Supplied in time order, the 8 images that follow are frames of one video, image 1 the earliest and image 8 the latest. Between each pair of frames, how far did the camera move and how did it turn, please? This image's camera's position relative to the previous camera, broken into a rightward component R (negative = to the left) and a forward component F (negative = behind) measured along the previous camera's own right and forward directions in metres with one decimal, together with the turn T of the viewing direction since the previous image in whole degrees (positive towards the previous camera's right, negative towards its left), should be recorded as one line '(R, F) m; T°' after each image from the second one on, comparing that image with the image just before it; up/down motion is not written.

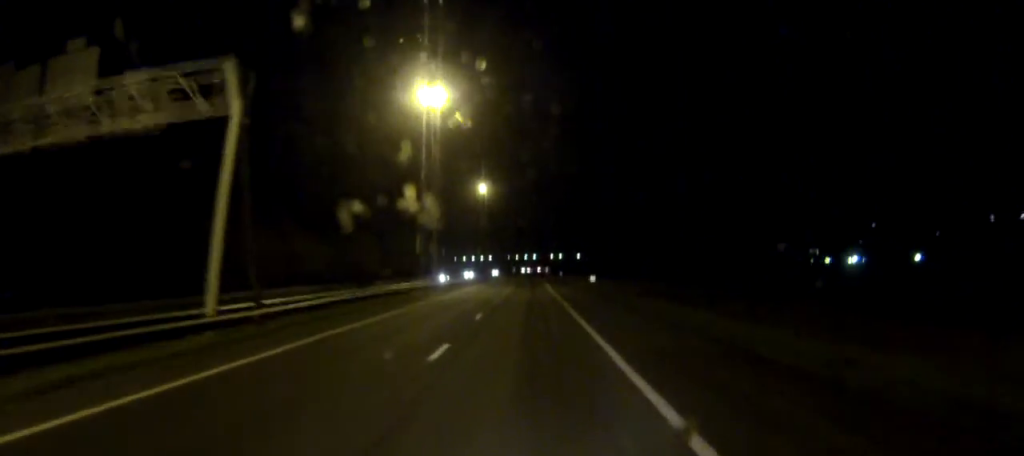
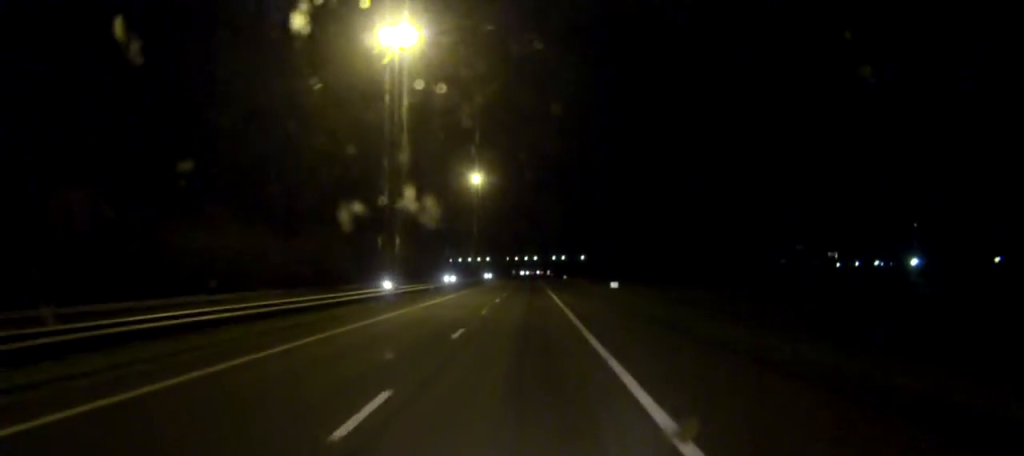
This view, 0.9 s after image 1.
(0.0, +18.7) m; 0°
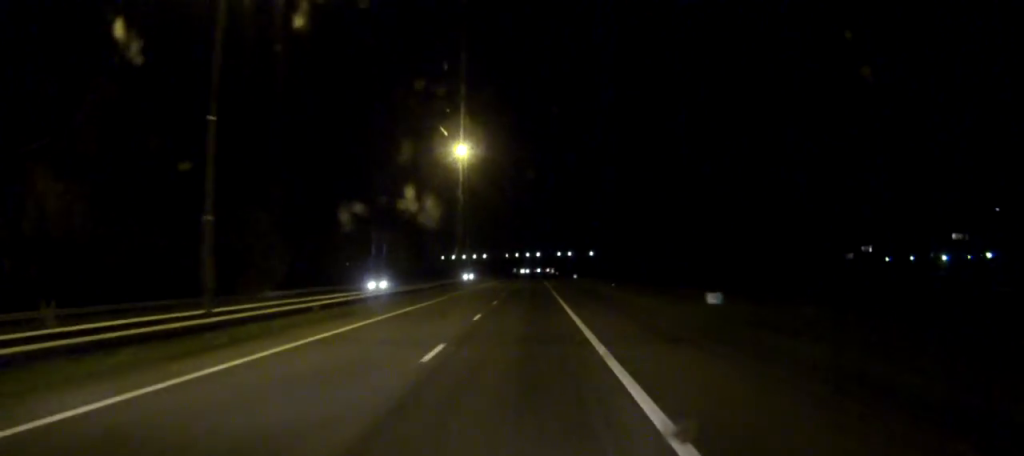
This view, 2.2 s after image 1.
(0.0, +28.7) m; 0°
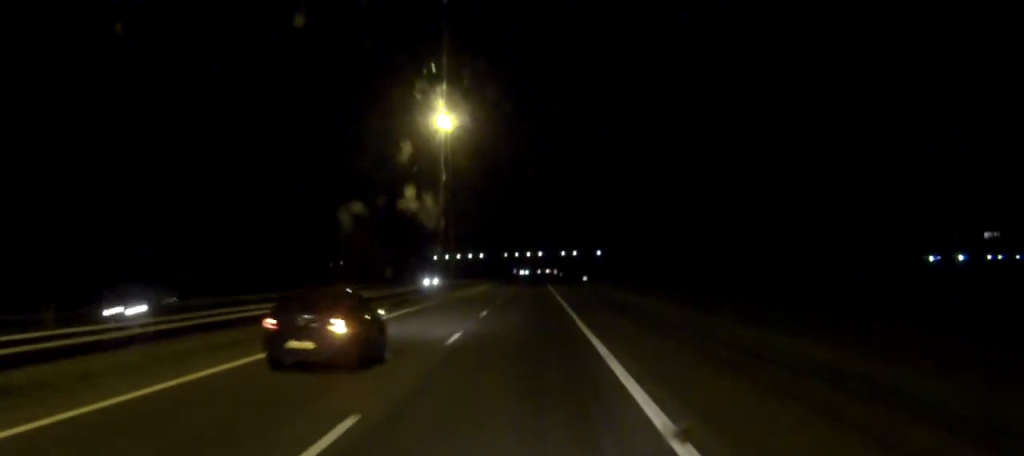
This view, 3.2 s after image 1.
(0.0, +20.8) m; 0°
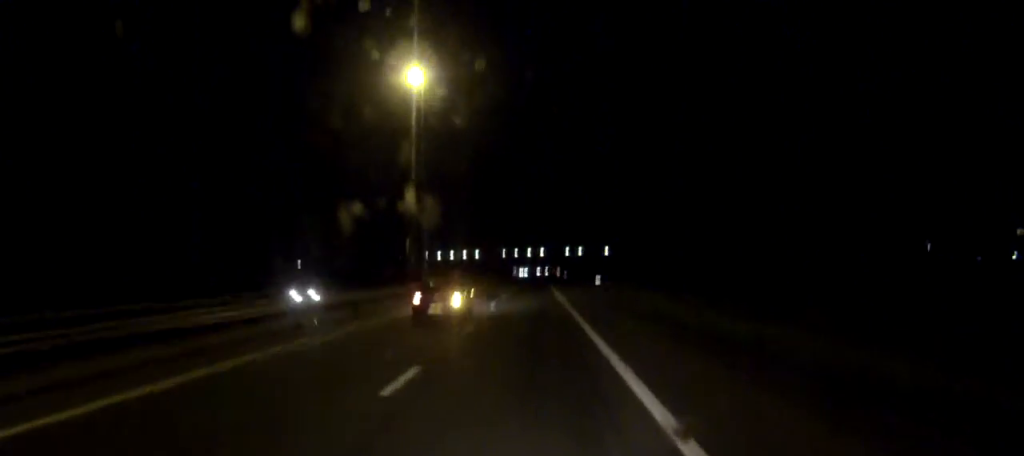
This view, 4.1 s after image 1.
(0.0, +19.4) m; 0°
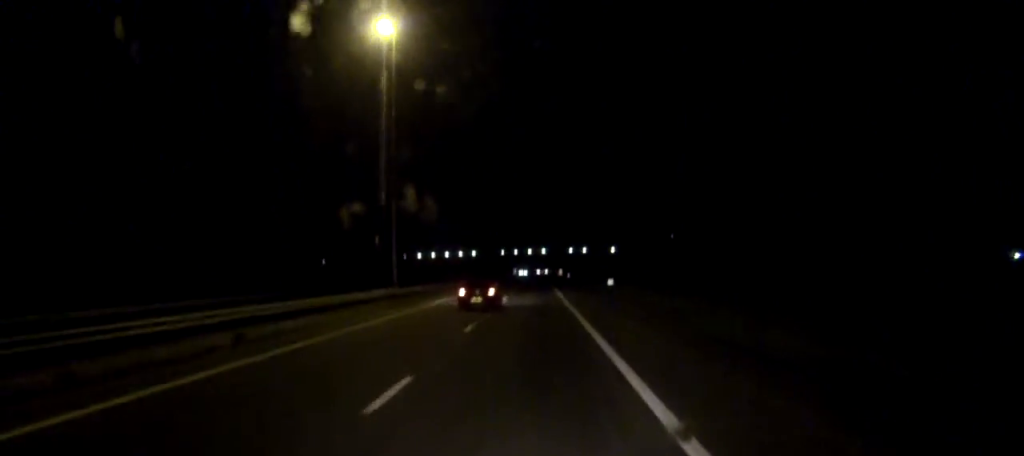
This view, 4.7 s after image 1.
(0.0, +12.9) m; 0°
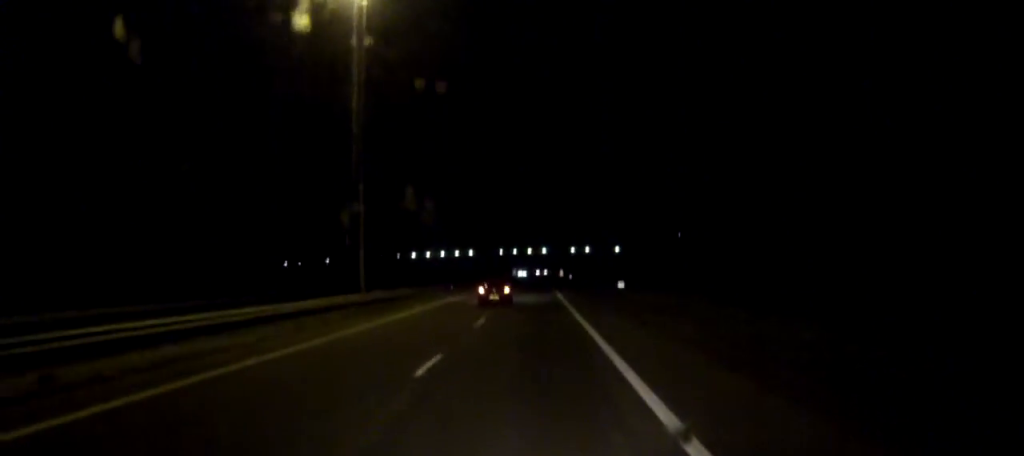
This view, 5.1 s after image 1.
(0.0, +8.6) m; 0°
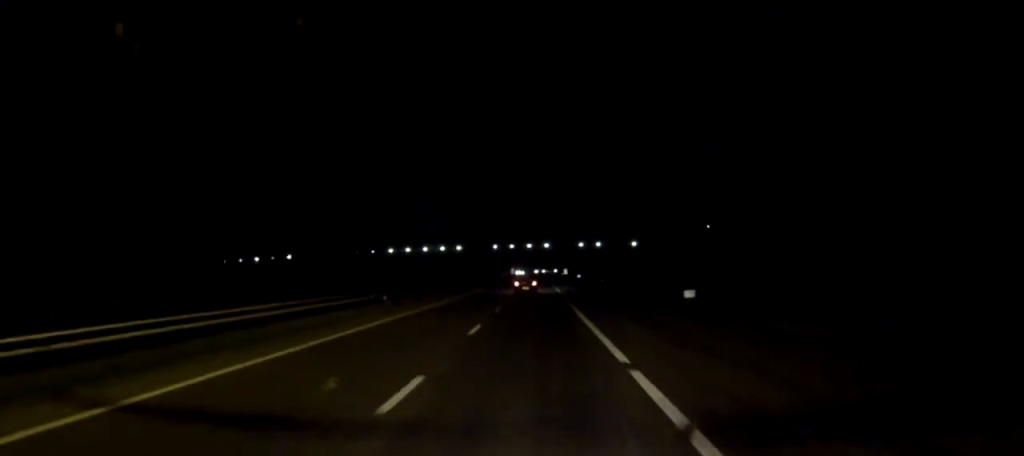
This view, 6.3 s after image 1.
(0.0, +27.2) m; 0°
